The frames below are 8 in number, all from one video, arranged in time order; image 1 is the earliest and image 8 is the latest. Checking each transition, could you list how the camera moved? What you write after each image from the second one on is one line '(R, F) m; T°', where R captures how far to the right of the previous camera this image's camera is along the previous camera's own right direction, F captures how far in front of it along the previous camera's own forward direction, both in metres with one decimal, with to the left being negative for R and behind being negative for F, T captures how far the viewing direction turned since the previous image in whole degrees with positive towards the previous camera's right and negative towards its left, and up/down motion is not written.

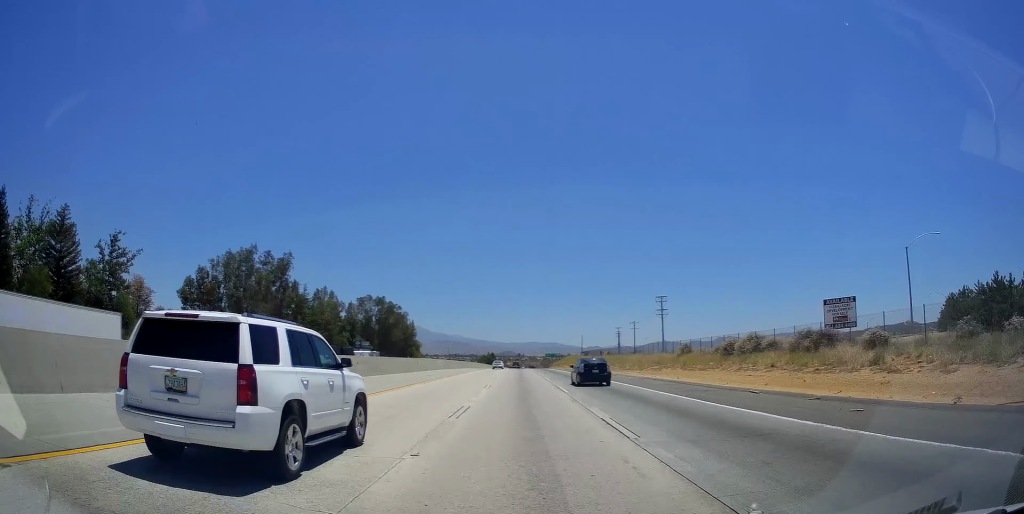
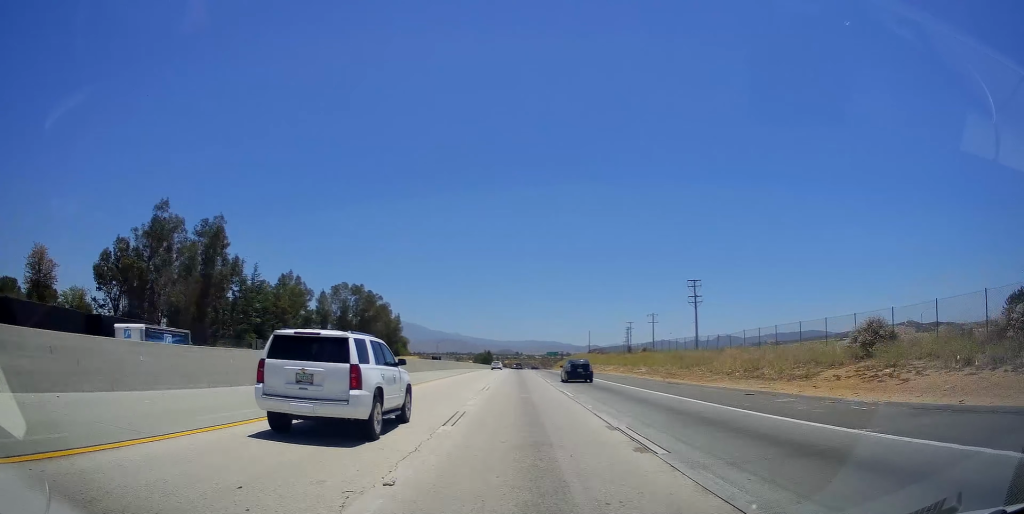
(-0.1, +29.0) m; -1°
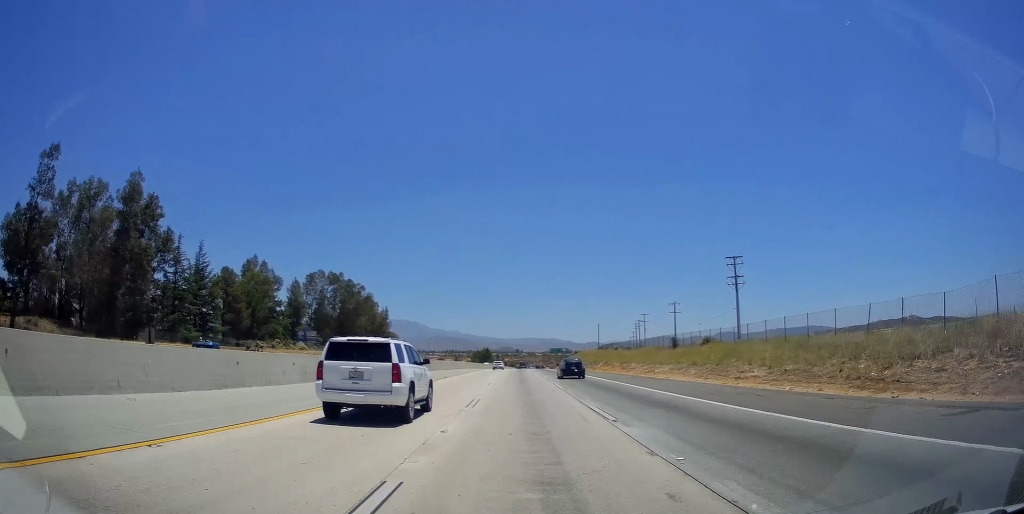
(-0.2, +24.1) m; 0°
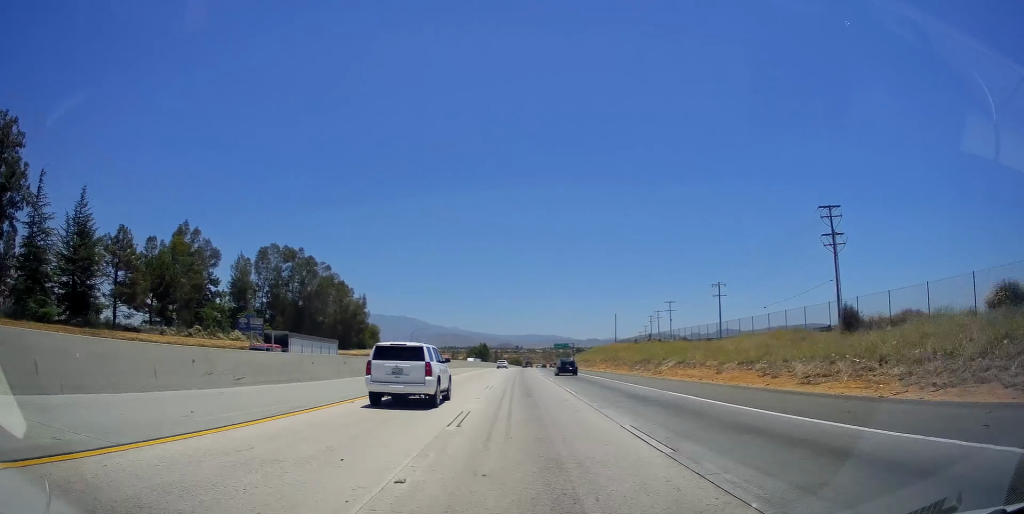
(-0.2, +34.3) m; 0°
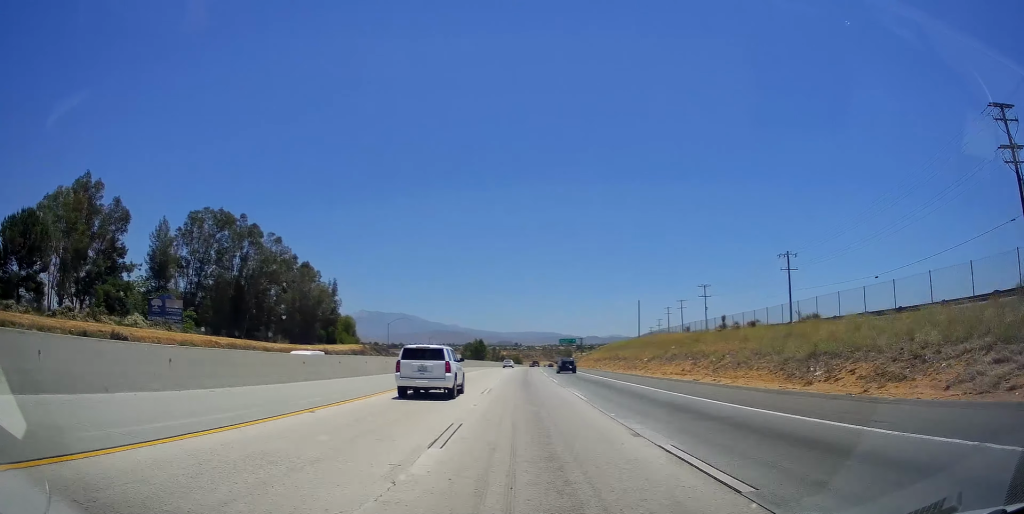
(+0.1, +33.4) m; +1°
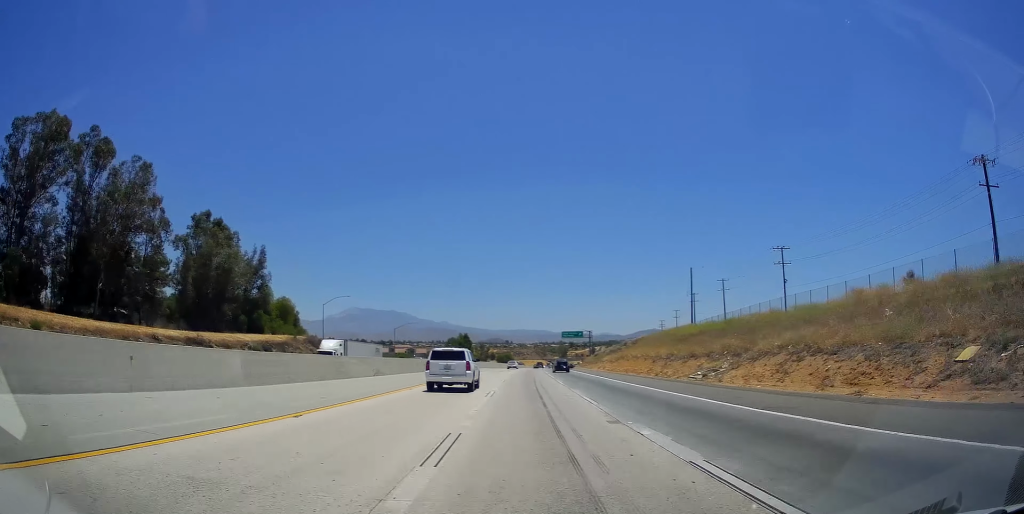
(+0.5, +44.8) m; 0°
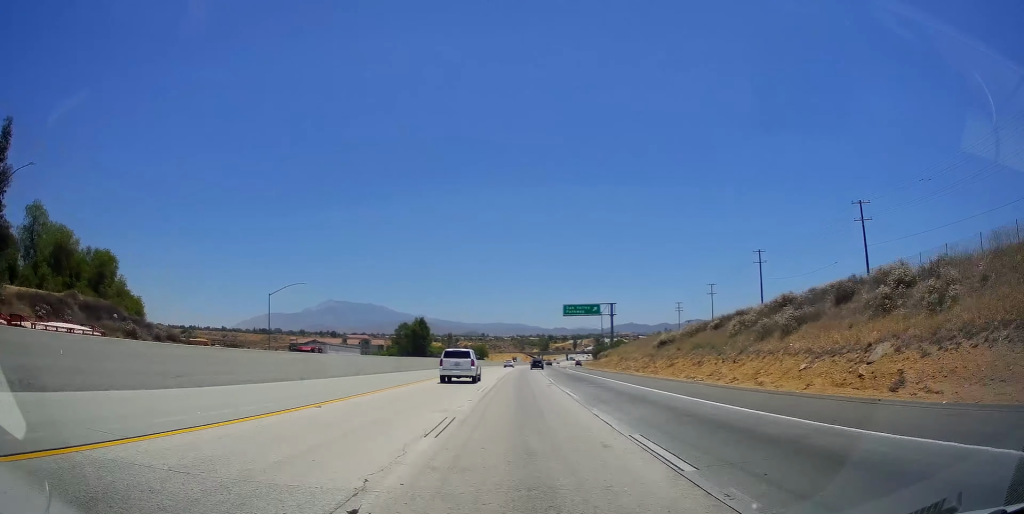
(+0.8, +66.6) m; +3°
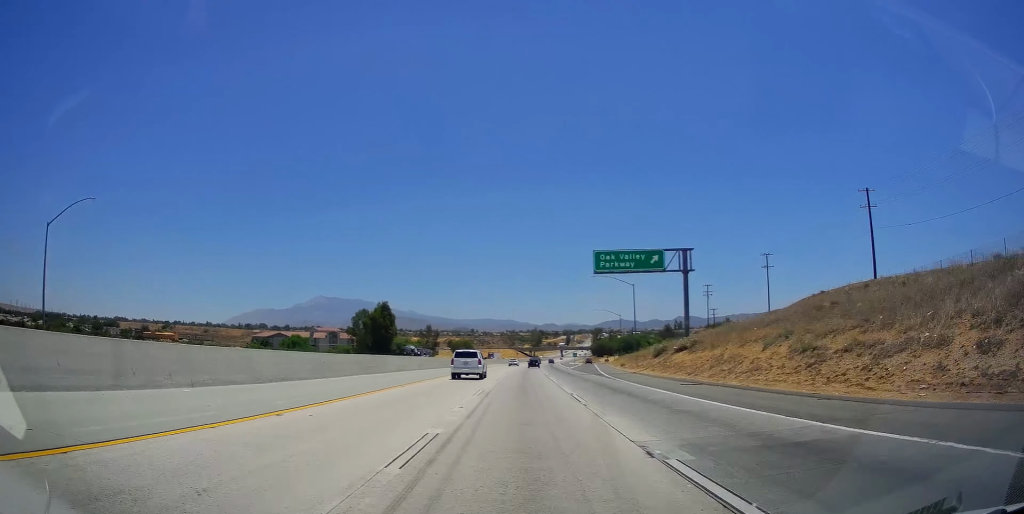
(+0.5, +47.7) m; +1°
